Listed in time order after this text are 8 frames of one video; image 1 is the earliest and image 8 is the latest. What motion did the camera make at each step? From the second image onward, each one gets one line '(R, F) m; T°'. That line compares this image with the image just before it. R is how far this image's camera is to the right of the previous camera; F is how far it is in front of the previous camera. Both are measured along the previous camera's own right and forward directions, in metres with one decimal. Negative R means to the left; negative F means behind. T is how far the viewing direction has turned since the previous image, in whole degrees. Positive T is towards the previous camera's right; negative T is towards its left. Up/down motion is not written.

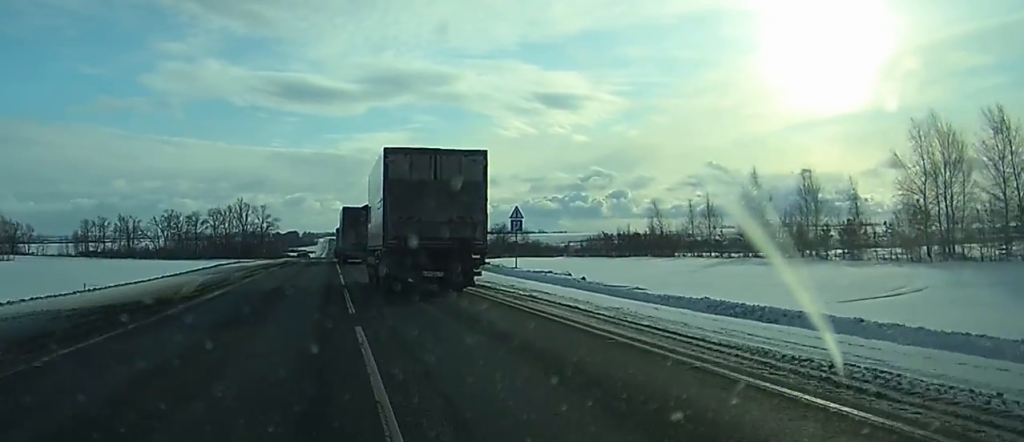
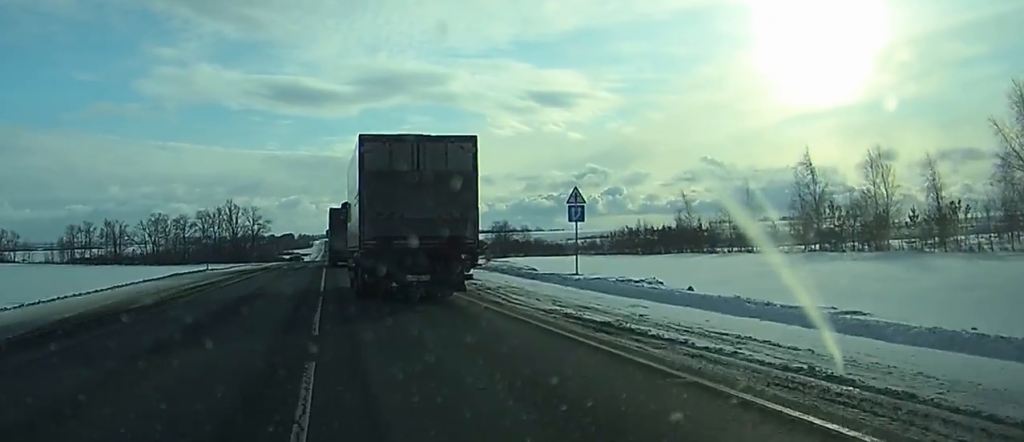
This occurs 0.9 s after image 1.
(+0.1, +17.0) m; 0°
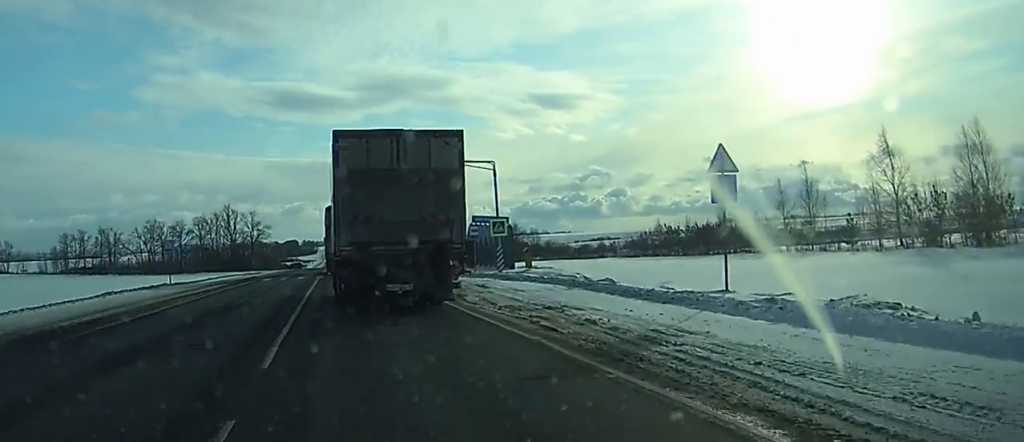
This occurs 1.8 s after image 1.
(0.0, +16.3) m; 0°
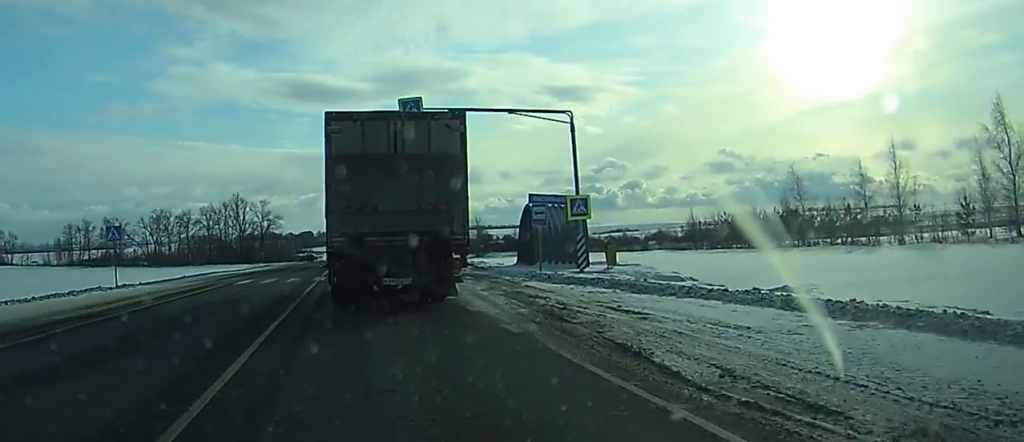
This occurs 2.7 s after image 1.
(0.0, +15.5) m; 0°
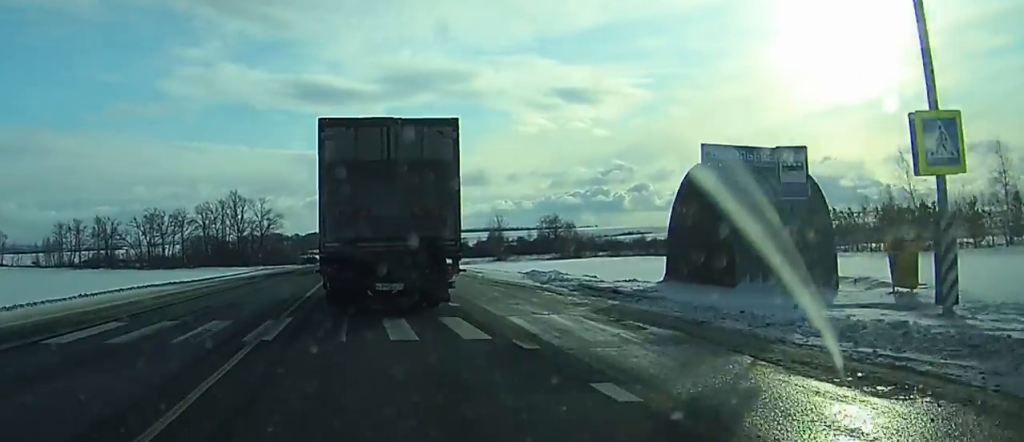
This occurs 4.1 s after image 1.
(-0.3, +21.7) m; -1°
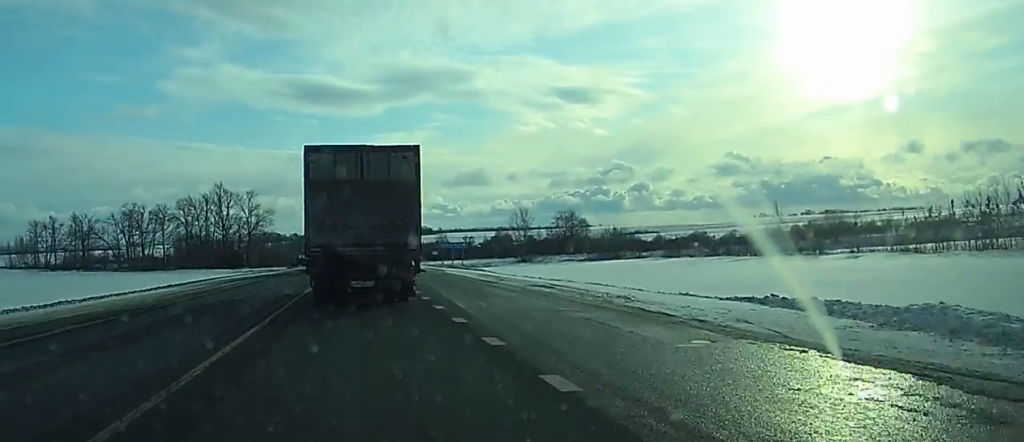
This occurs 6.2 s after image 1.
(+0.3, +28.7) m; +1°
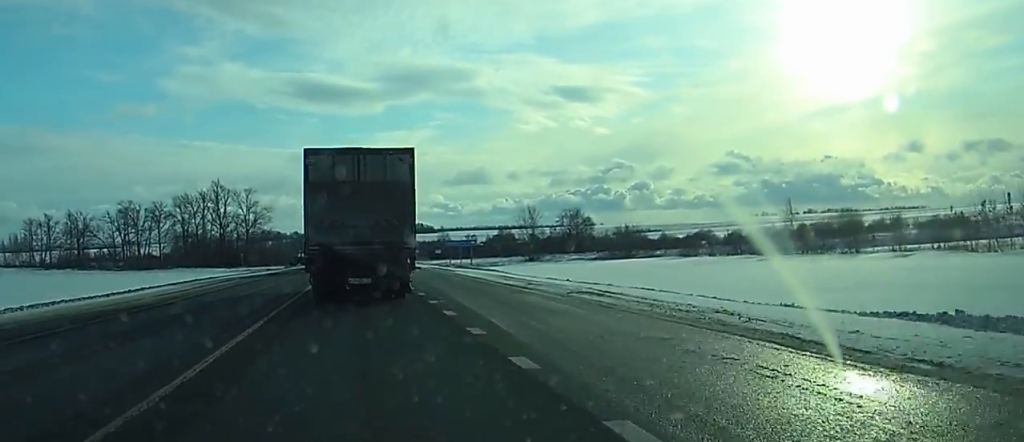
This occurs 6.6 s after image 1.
(0.0, +6.5) m; 0°
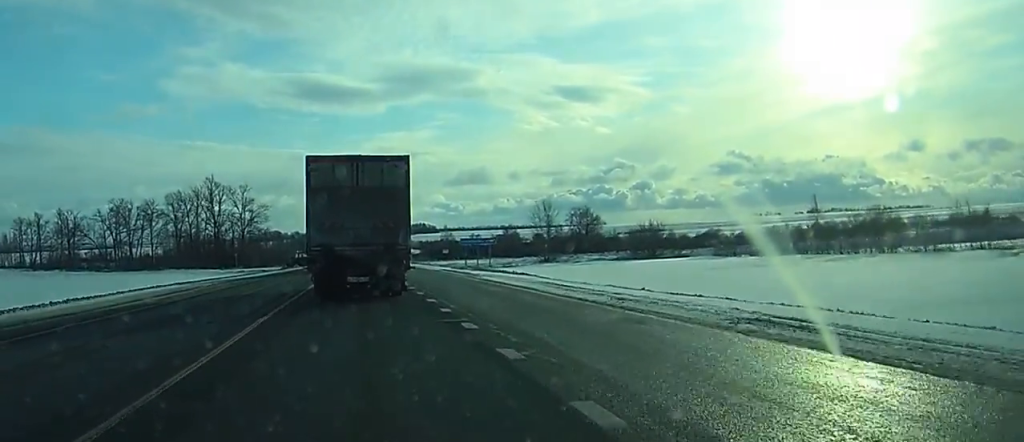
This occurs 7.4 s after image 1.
(0.0, +11.2) m; 0°
